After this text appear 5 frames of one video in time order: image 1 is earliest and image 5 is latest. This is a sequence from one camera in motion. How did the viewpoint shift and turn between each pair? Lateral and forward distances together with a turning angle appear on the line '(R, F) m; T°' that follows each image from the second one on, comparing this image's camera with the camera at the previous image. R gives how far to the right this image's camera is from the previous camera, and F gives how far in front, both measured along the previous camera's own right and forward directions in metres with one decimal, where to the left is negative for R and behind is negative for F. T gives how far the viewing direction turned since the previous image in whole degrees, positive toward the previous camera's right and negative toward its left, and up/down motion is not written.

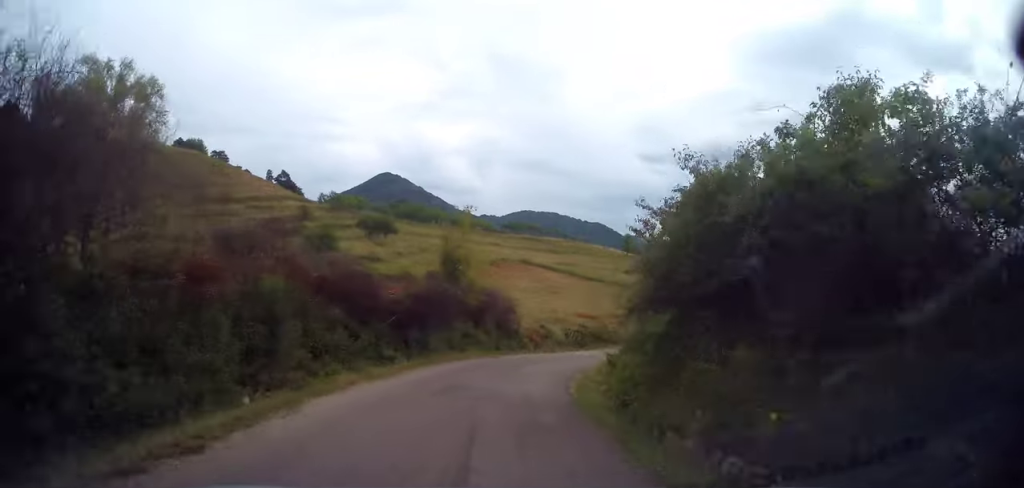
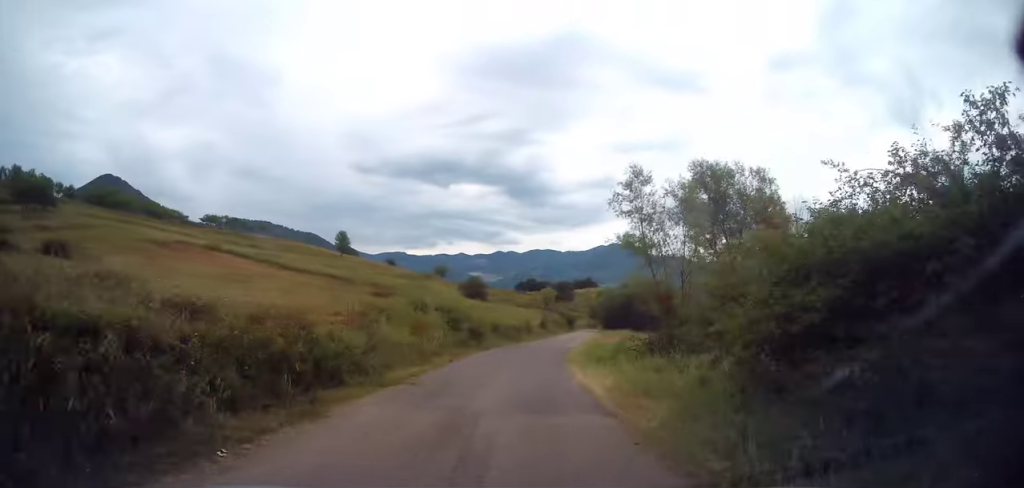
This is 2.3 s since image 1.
(+6.3, +29.2) m; +26°
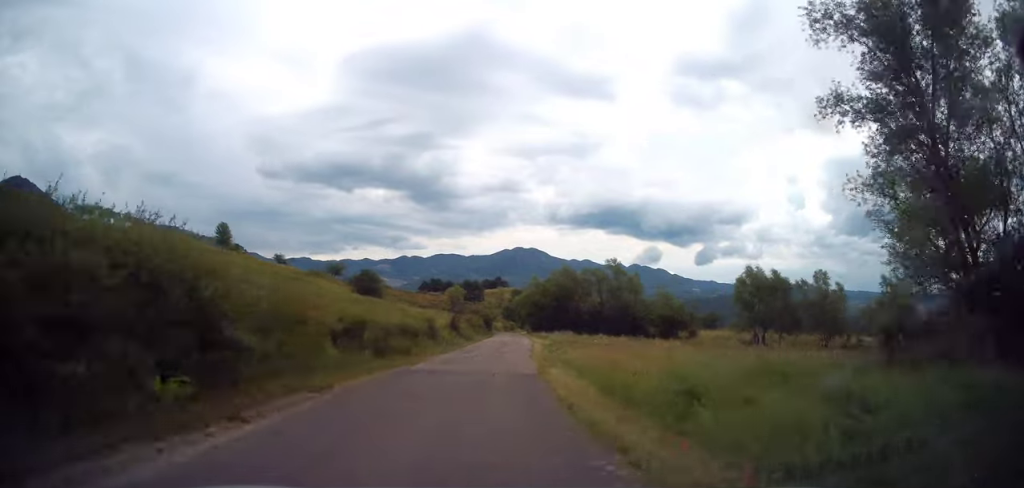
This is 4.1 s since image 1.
(+3.0, +24.9) m; +13°
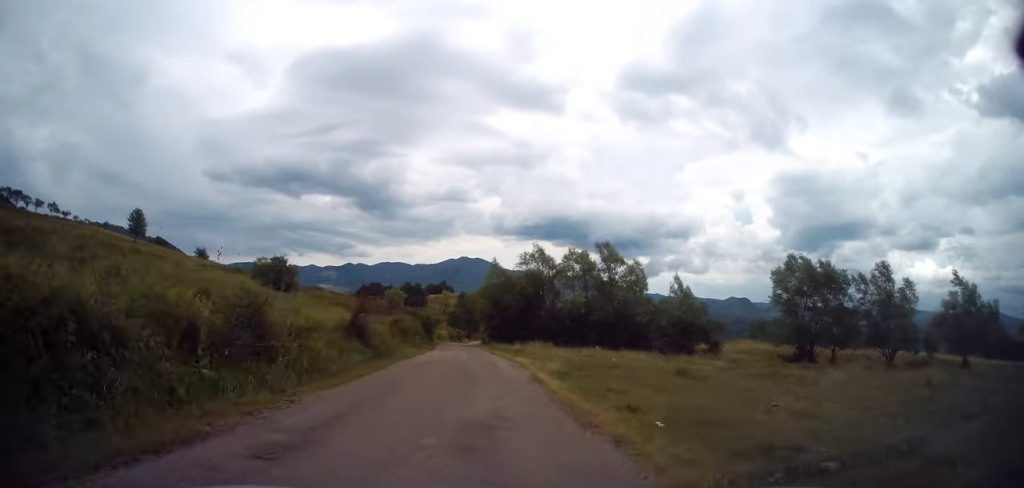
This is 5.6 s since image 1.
(+1.9, +21.9) m; +6°
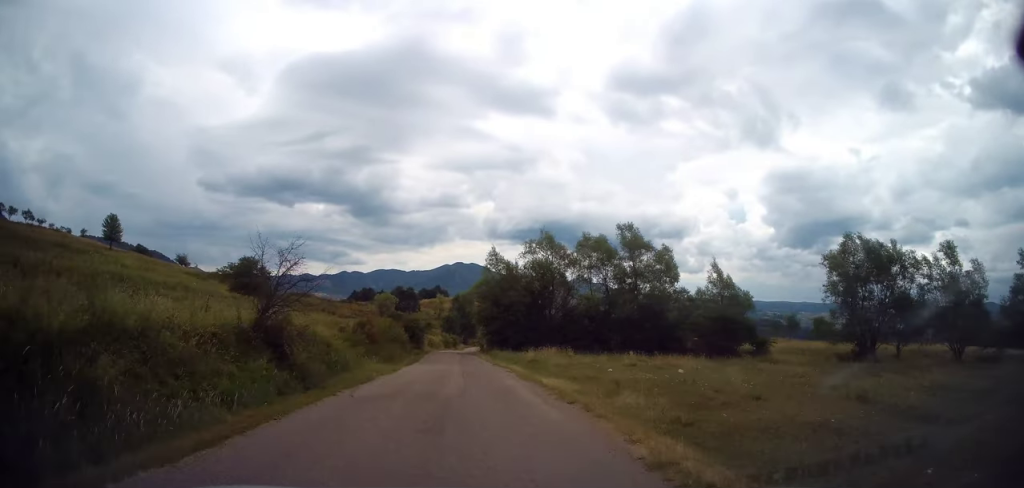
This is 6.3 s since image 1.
(-0.2, +10.0) m; -1°
